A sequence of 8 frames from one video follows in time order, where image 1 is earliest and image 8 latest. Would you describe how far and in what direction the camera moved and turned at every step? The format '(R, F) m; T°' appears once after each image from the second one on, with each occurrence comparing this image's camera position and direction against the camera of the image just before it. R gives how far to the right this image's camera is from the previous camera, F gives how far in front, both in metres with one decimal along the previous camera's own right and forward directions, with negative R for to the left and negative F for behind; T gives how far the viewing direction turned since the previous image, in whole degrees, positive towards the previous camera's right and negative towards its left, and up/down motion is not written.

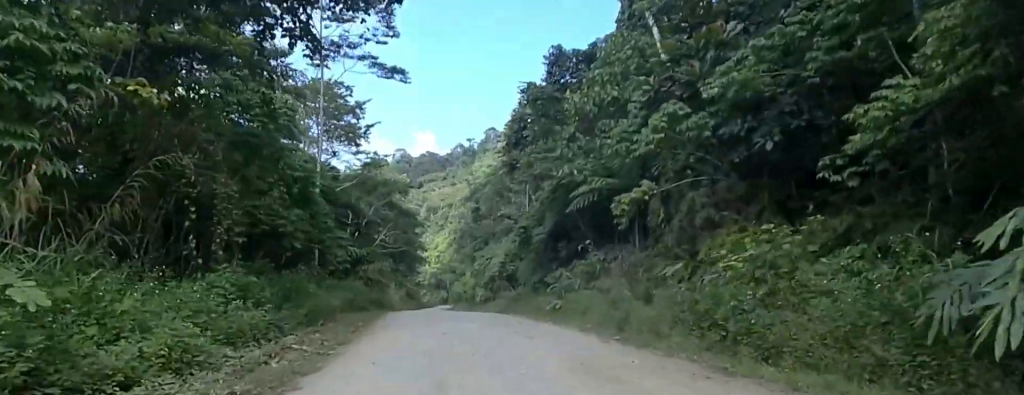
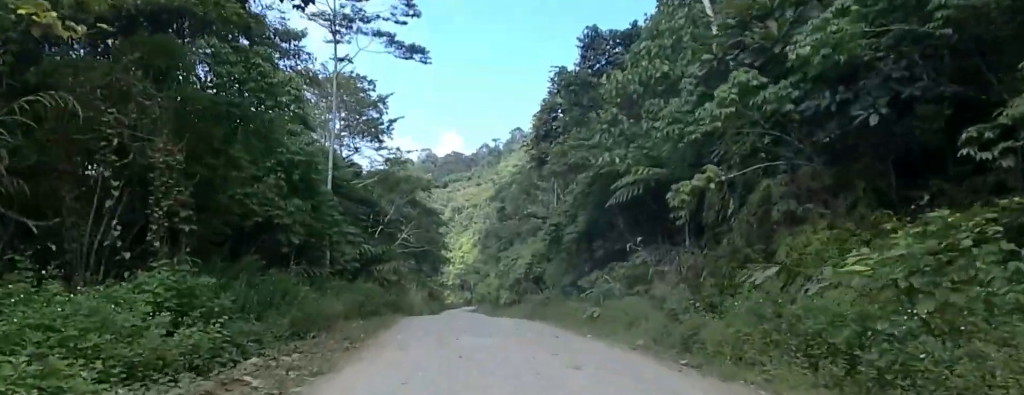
(-0.1, +3.2) m; +3°
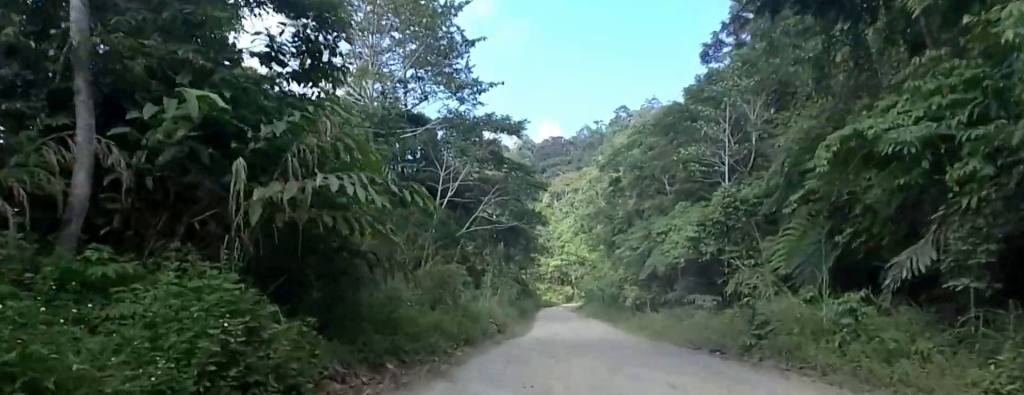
(-2.5, +23.6) m; -12°
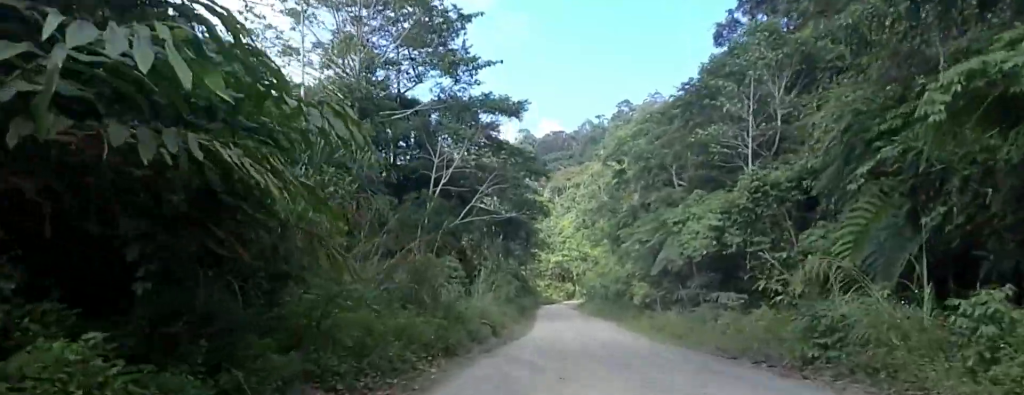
(0.0, +4.0) m; 0°
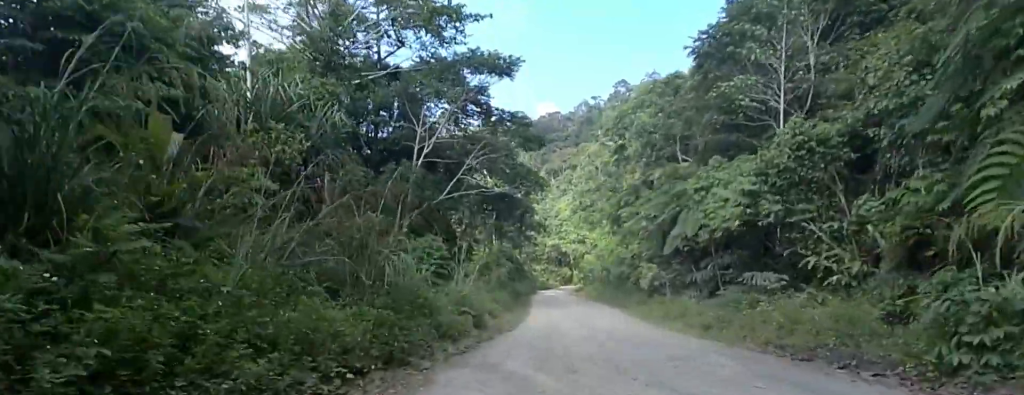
(0.0, +5.2) m; 0°
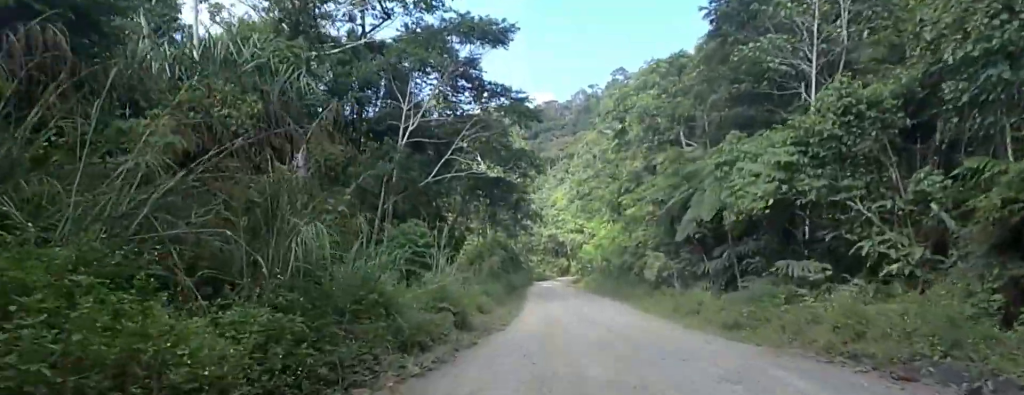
(0.0, +3.8) m; 0°
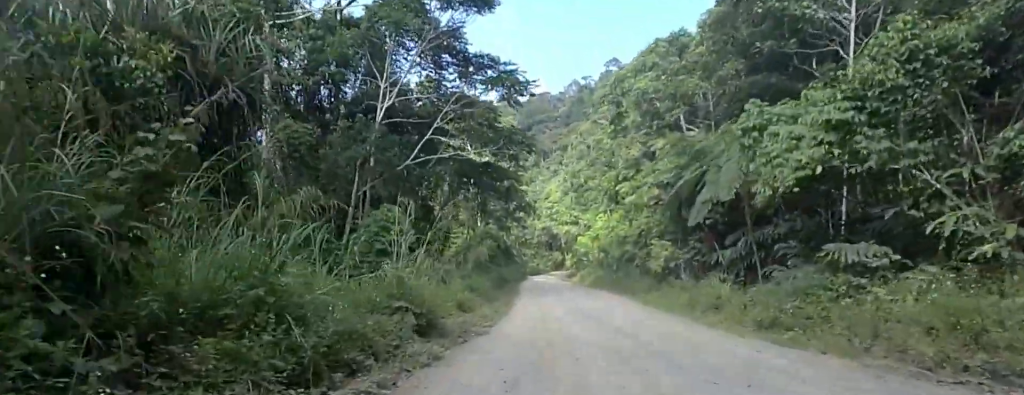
(0.0, +4.1) m; 0°
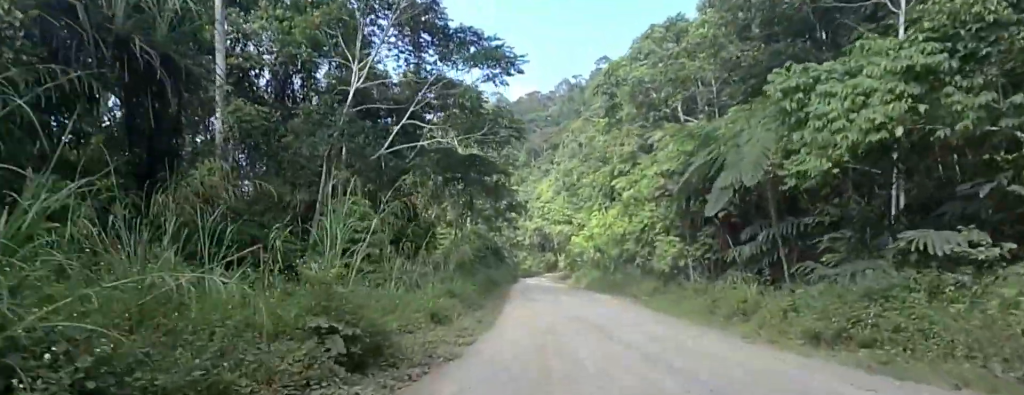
(0.0, +4.1) m; 0°
